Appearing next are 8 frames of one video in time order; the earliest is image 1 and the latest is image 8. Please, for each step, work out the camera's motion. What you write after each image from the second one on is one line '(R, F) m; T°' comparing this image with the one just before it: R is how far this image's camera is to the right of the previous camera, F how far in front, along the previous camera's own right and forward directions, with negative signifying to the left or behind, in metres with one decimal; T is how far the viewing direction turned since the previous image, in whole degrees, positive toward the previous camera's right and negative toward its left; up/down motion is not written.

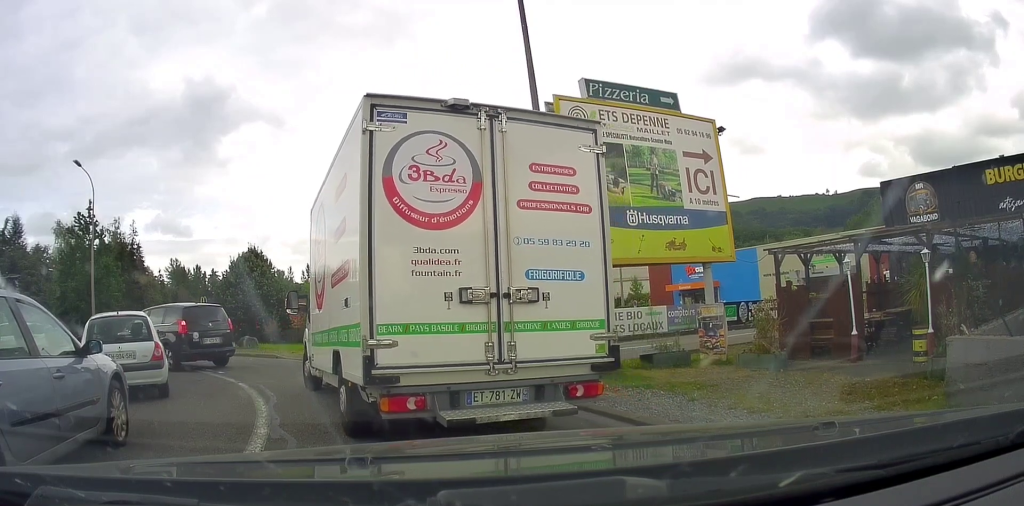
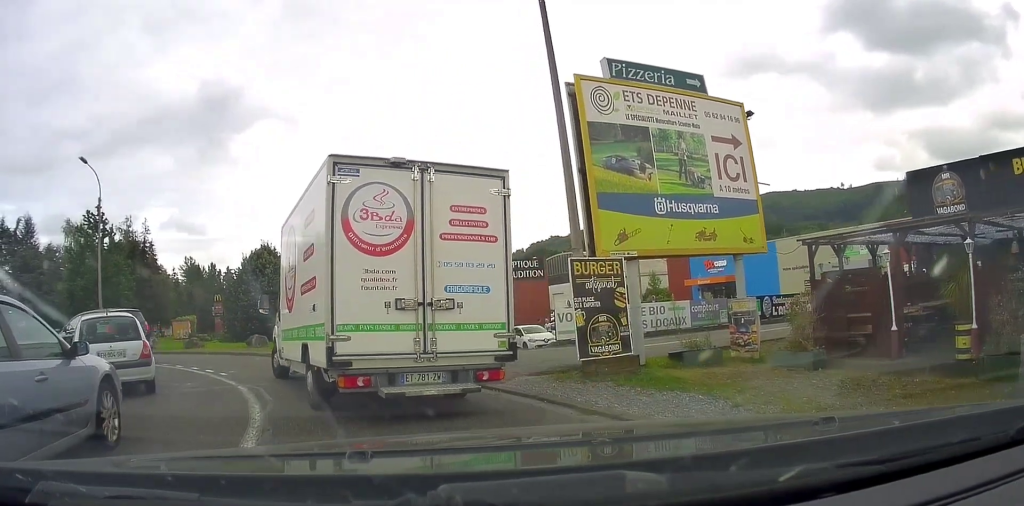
(0.0, +0.2) m; 0°
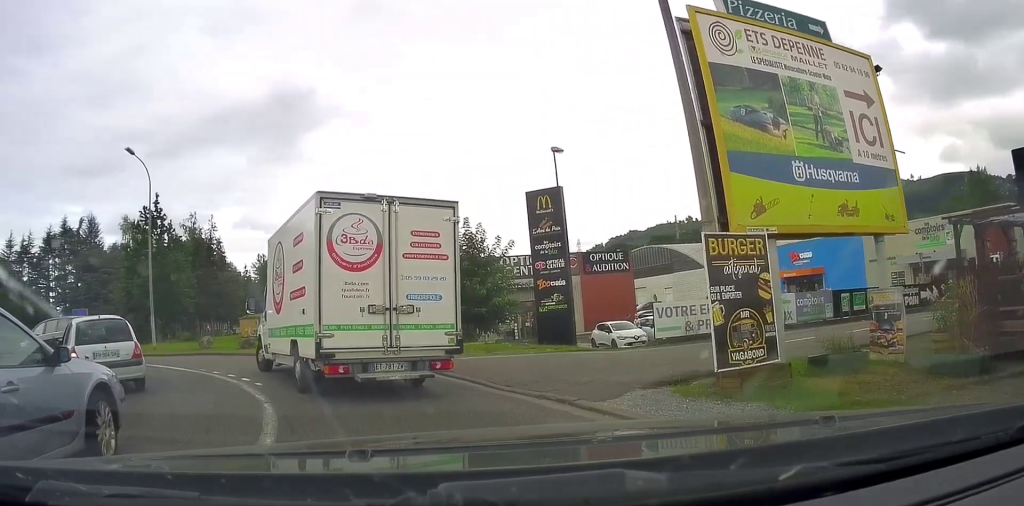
(0.0, +0.2) m; 0°
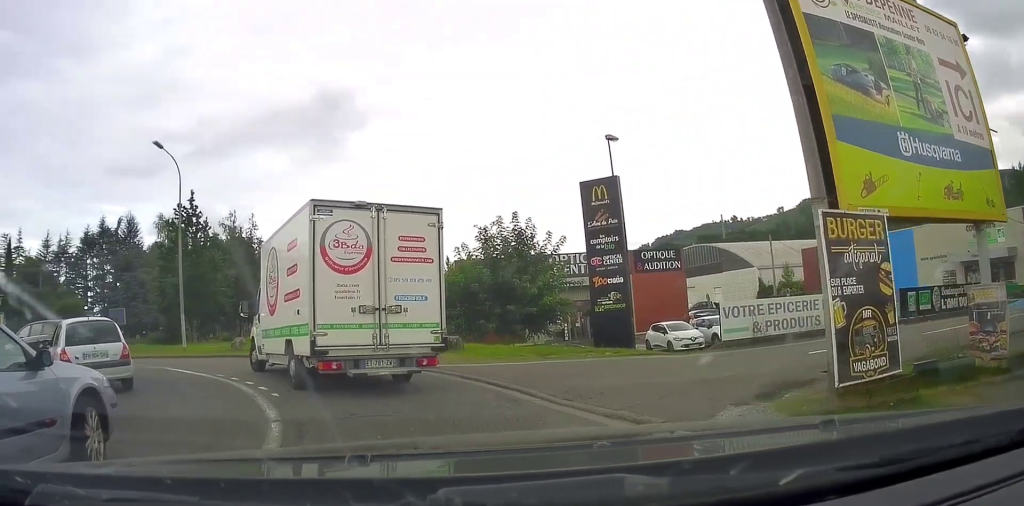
(0.0, +0.3) m; 0°
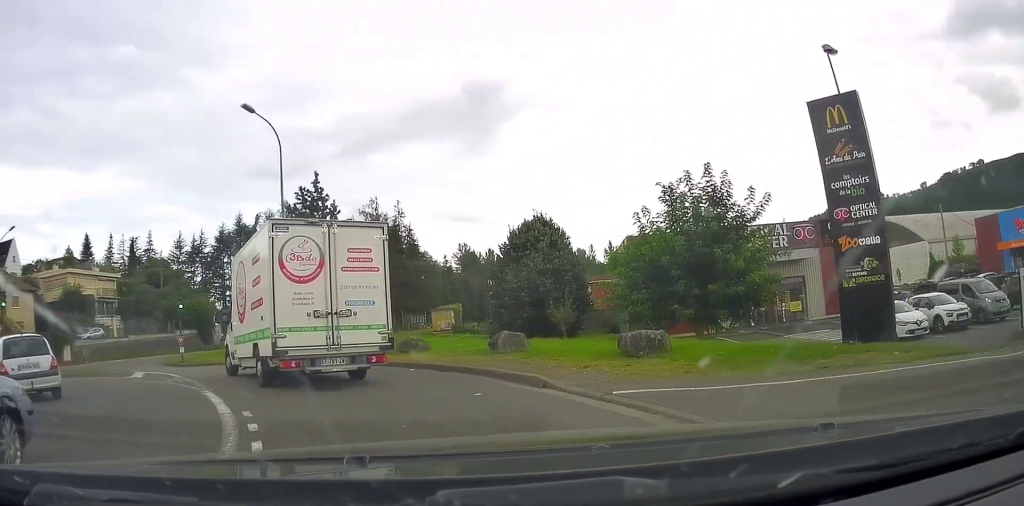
(-0.3, +2.3) m; -10°
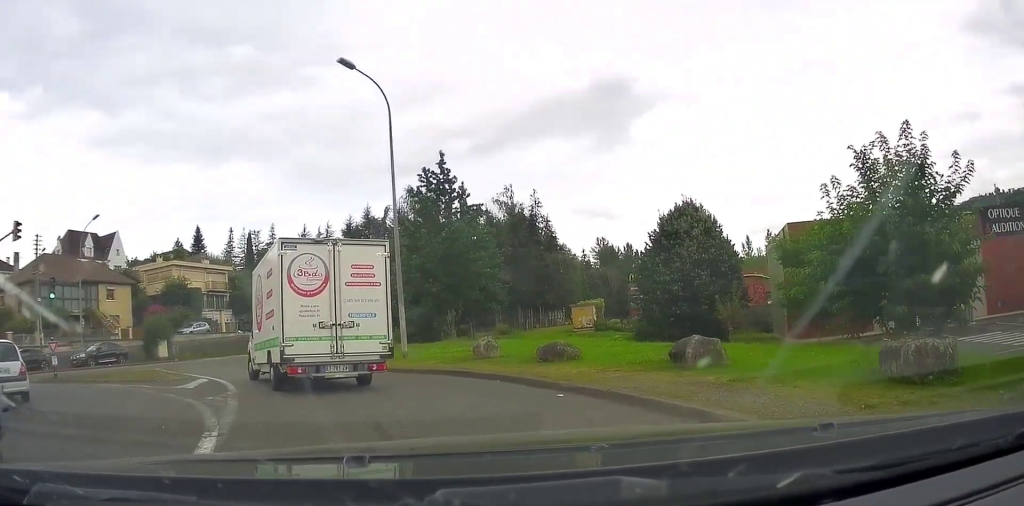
(-0.1, +2.8) m; -8°
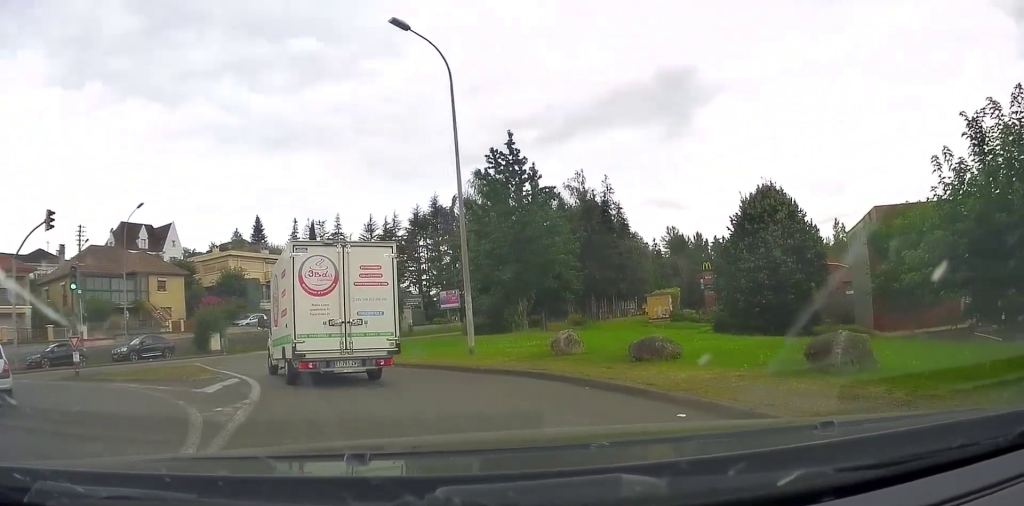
(-0.2, +2.0) m; -3°
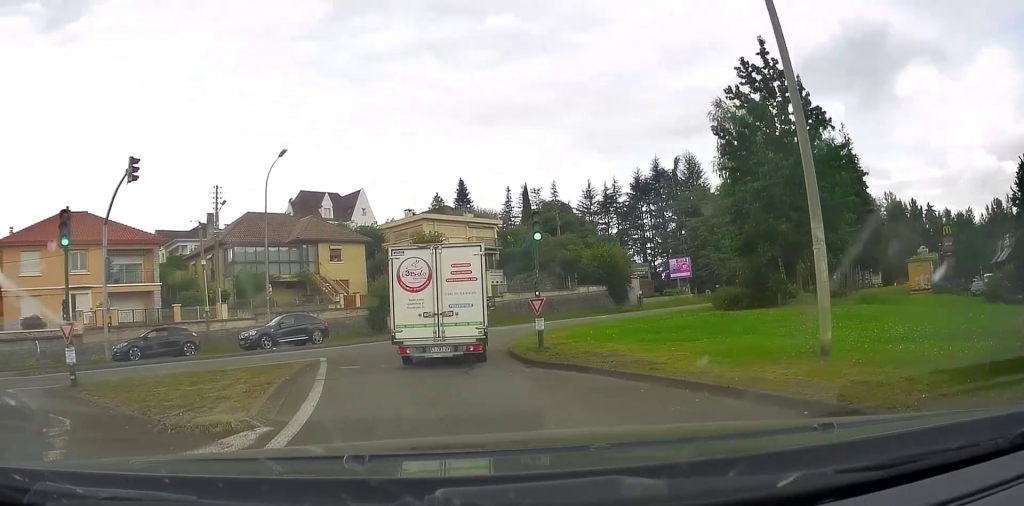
(-0.7, +7.6) m; -19°
